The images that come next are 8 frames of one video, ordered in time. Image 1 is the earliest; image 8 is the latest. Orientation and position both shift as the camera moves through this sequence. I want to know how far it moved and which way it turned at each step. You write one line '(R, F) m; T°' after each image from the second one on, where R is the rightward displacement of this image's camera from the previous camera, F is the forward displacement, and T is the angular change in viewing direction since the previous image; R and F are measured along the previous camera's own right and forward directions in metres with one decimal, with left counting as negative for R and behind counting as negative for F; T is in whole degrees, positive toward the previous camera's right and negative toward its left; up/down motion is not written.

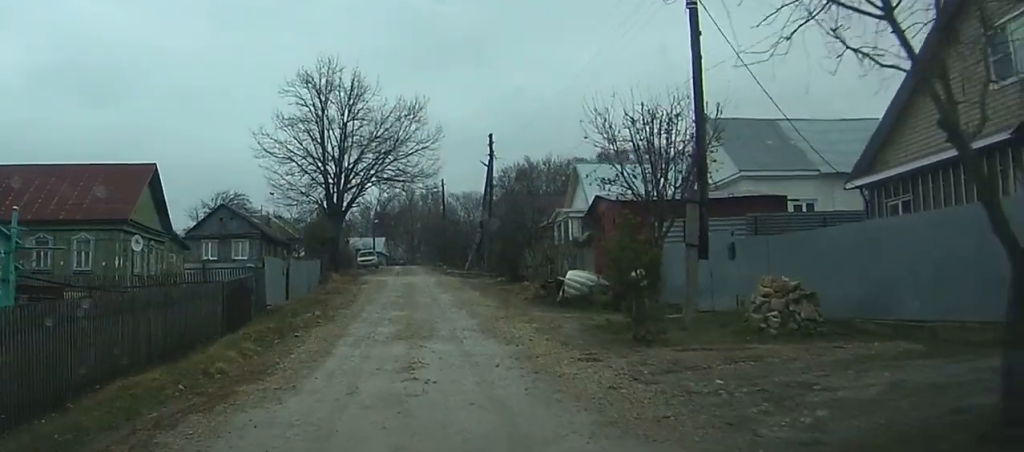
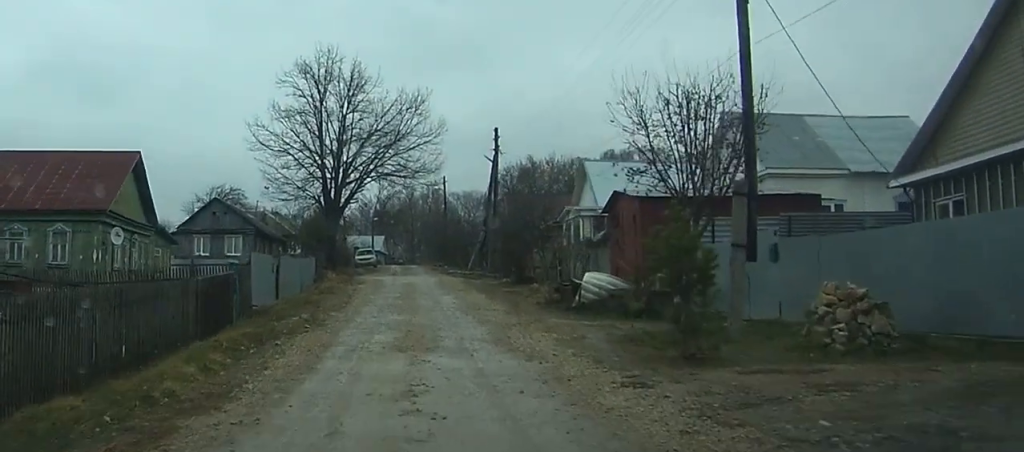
(0.0, +2.2) m; 0°
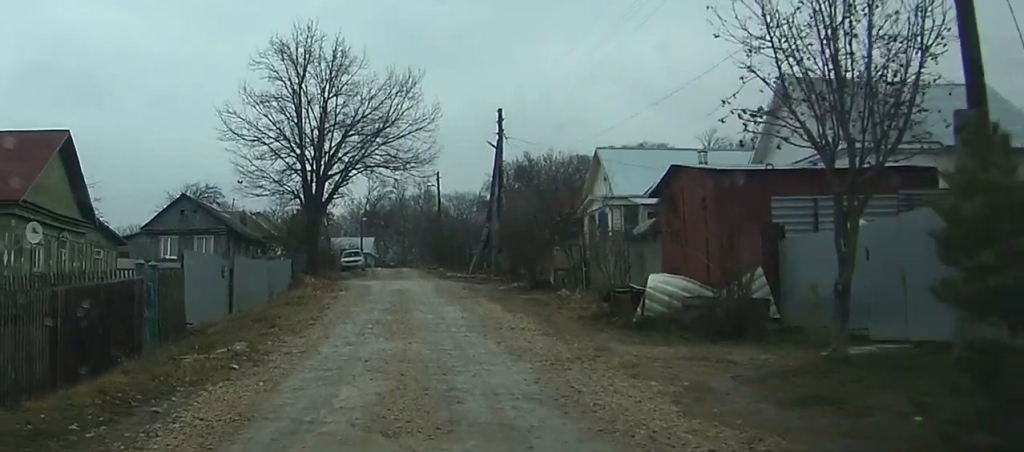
(0.0, +6.2) m; 0°
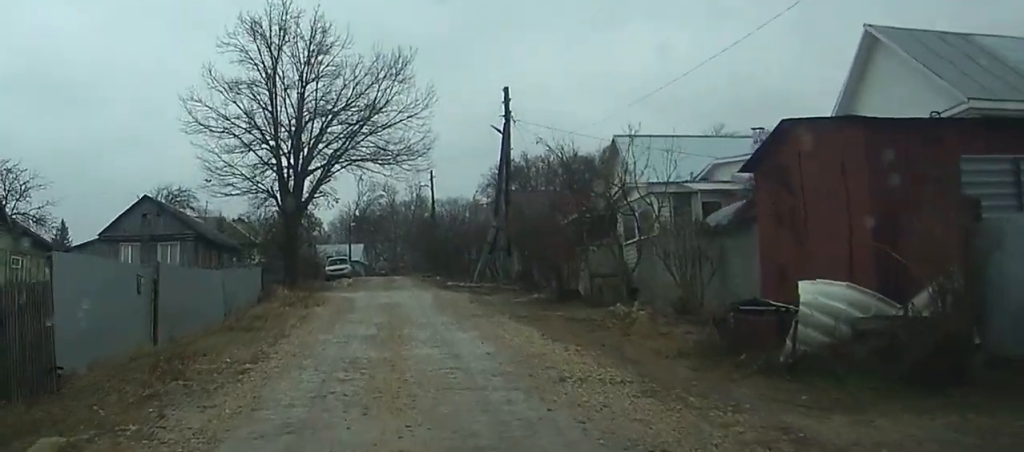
(0.0, +6.4) m; +1°
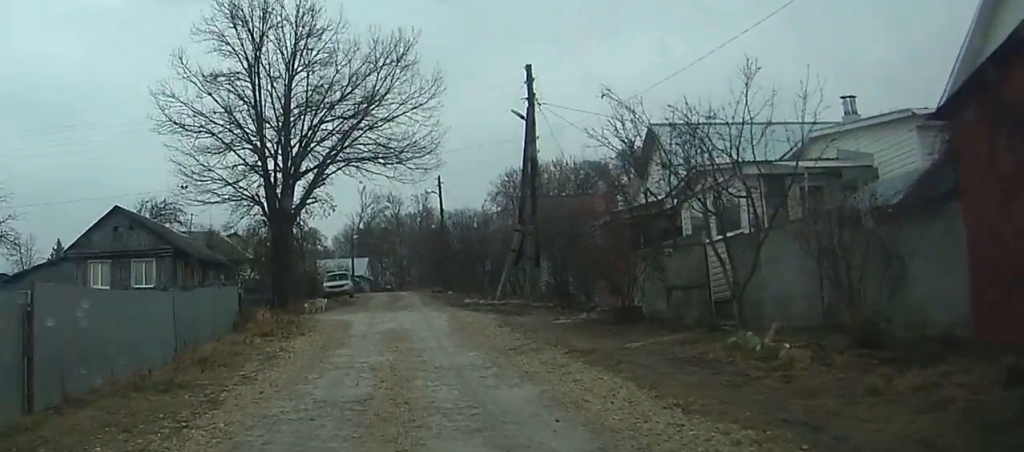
(+0.1, +6.5) m; +1°
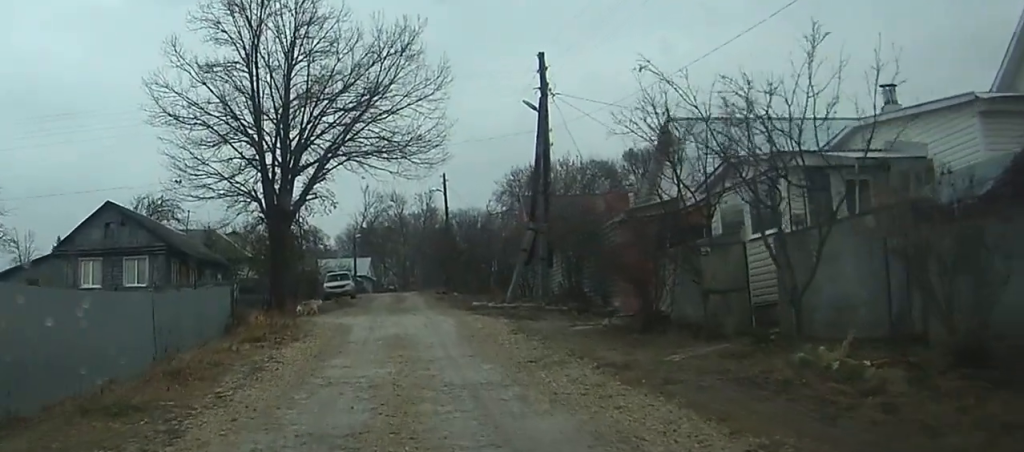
(0.0, +1.8) m; -1°
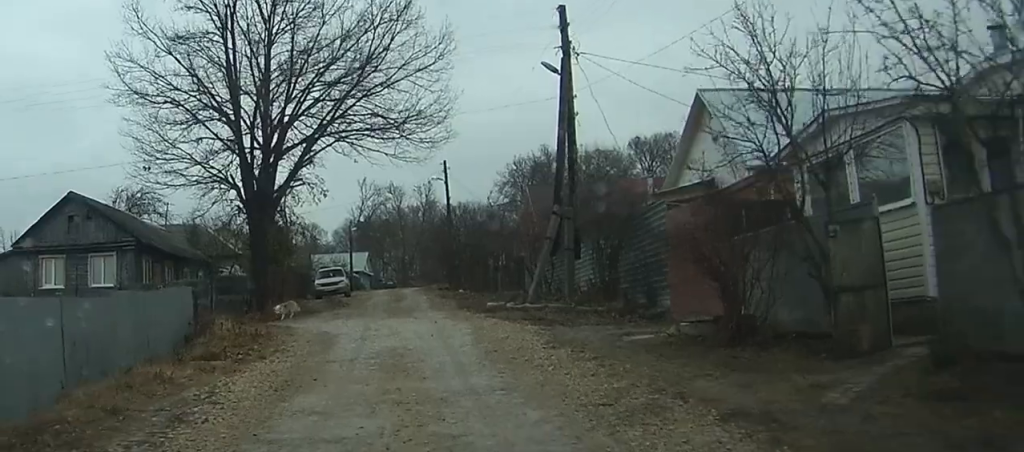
(-0.1, +4.6) m; -2°
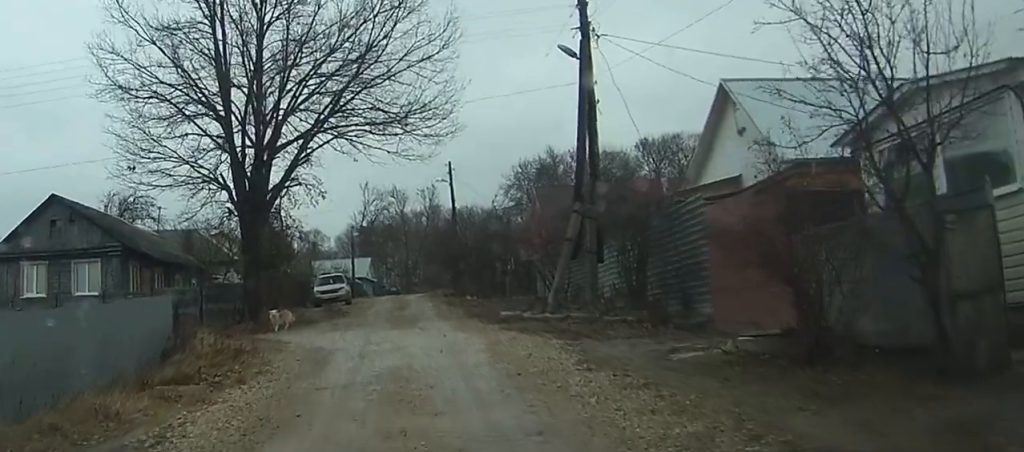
(0.0, +2.5) m; -1°
